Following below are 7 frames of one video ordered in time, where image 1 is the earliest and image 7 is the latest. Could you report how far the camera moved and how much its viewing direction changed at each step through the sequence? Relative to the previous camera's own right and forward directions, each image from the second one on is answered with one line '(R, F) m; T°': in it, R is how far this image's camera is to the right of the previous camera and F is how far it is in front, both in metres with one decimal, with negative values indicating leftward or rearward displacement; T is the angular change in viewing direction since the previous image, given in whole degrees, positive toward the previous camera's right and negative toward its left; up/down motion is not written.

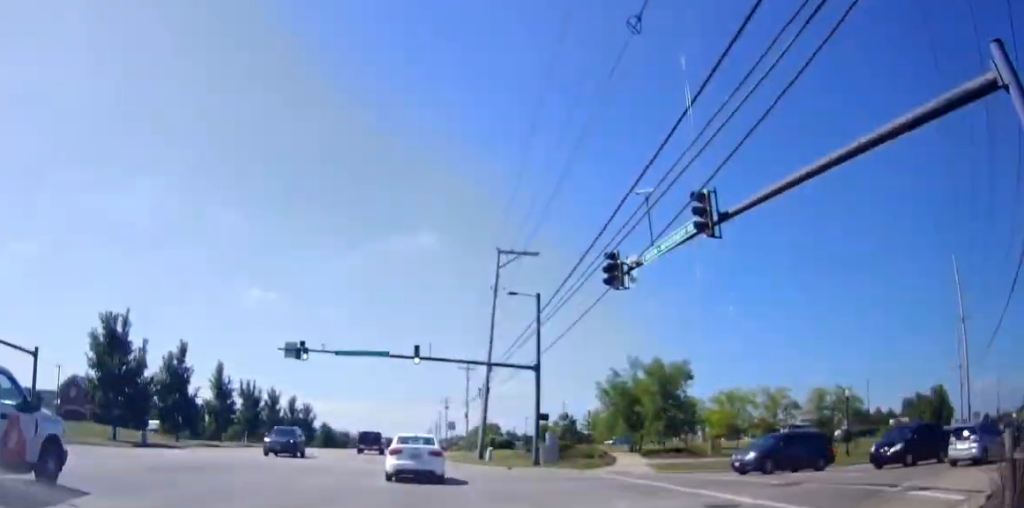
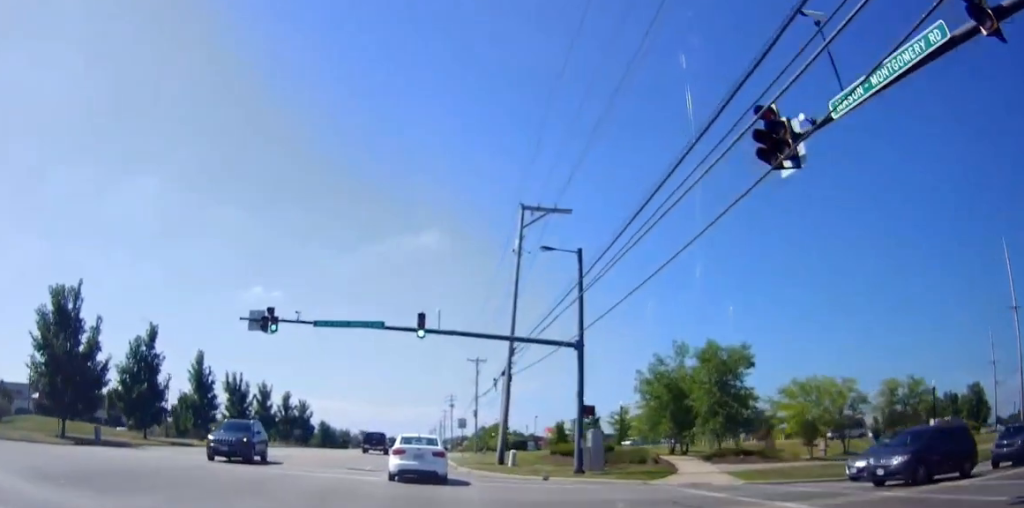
(-0.4, +8.9) m; -1°
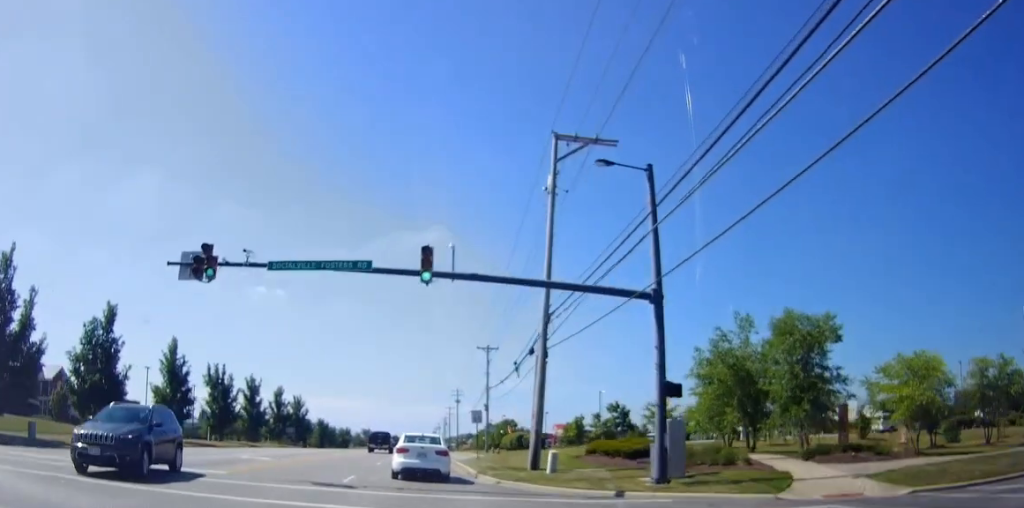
(0.0, +9.0) m; +1°
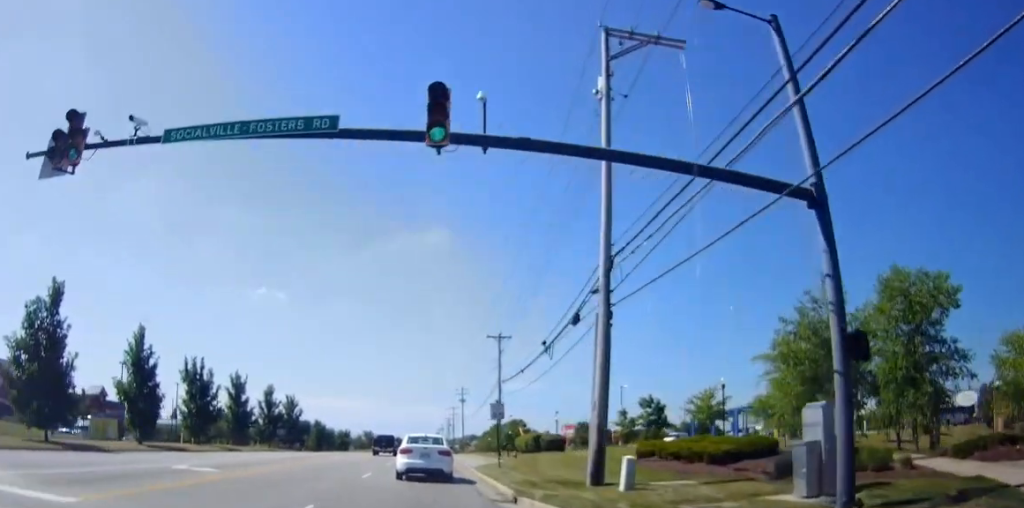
(+0.1, +9.0) m; +1°
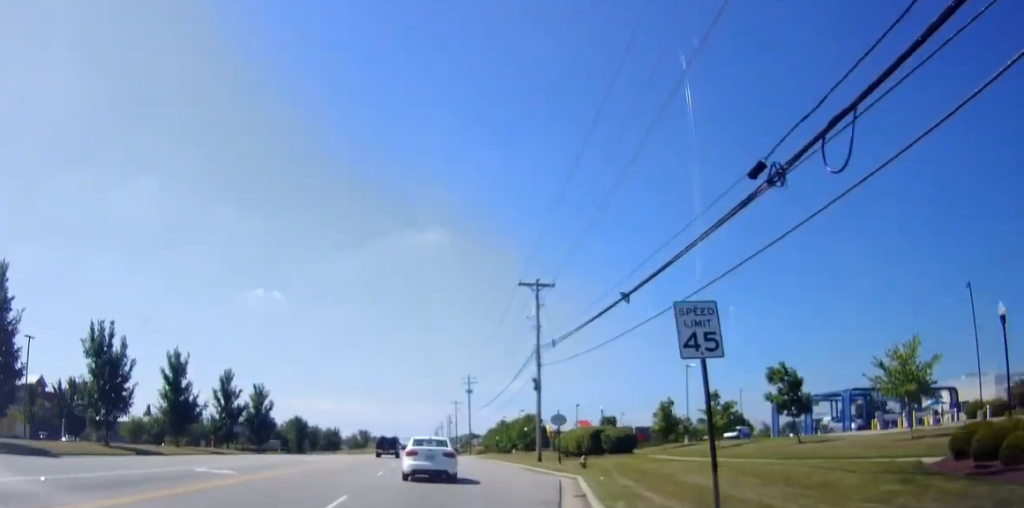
(+0.5, +20.8) m; +1°
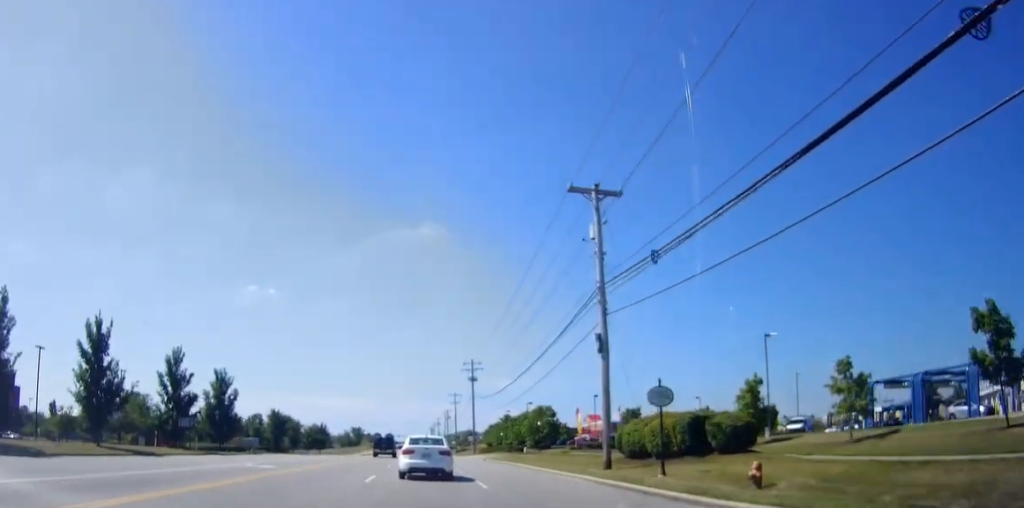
(0.0, +16.0) m; -1°
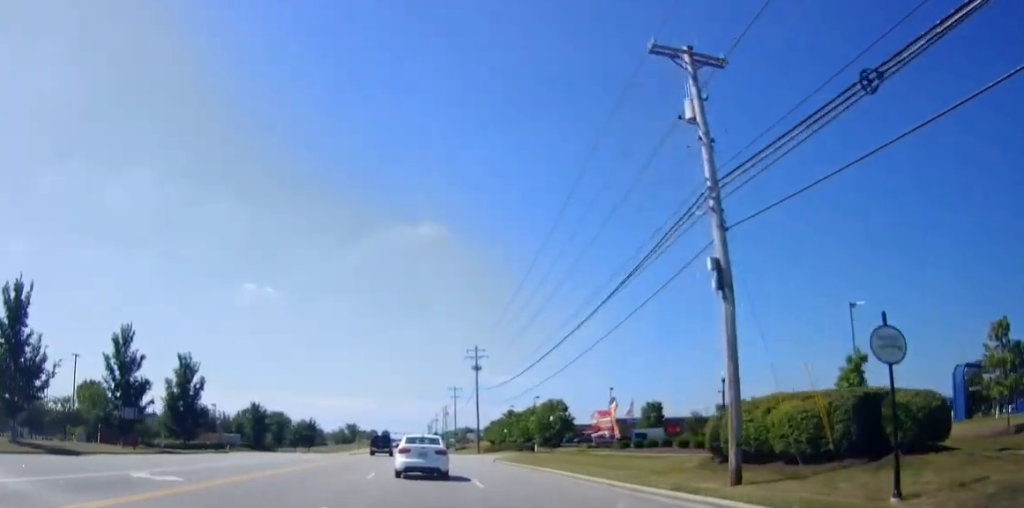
(-0.2, +11.0) m; 0°
